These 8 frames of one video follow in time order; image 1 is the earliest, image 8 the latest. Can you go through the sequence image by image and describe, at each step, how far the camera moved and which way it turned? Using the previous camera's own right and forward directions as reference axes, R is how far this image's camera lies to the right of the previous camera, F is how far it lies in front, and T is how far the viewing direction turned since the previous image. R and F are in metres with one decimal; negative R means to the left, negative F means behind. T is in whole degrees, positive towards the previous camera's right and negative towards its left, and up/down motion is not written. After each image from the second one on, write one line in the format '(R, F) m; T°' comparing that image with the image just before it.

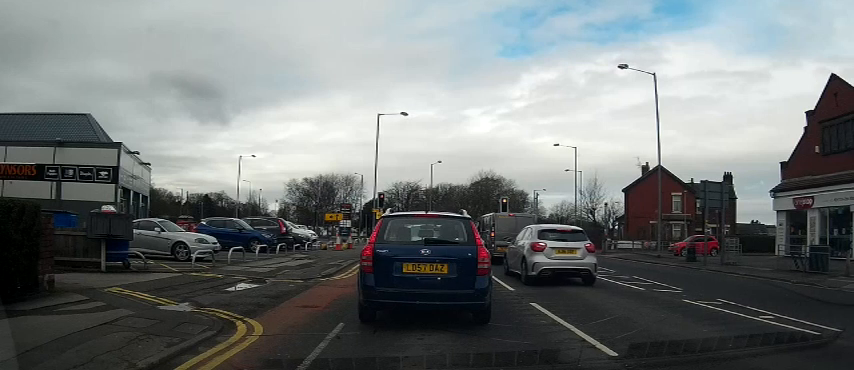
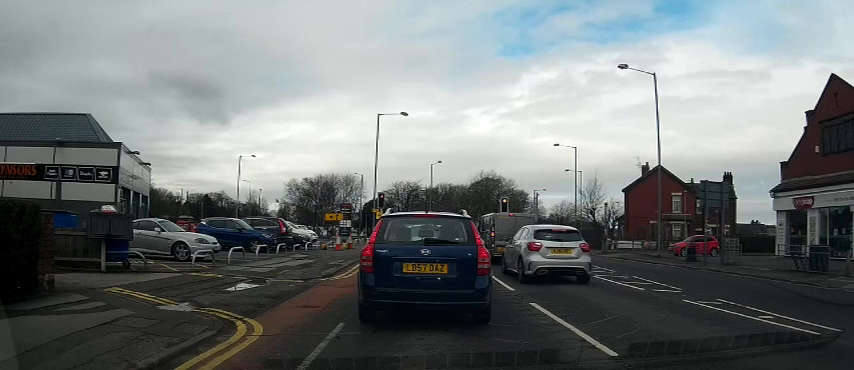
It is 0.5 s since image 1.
(0.0, 0.0) m; 0°
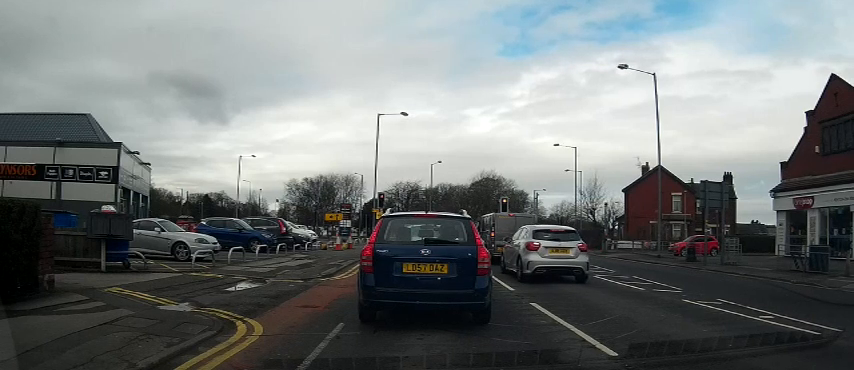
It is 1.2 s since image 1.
(0.0, 0.0) m; 0°
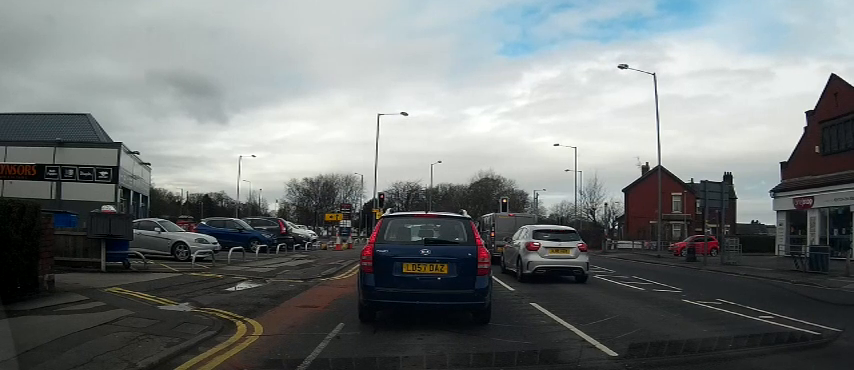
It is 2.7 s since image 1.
(0.0, 0.0) m; 0°
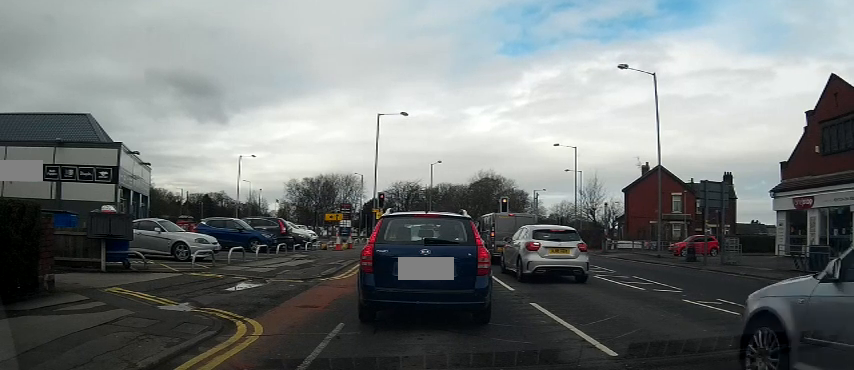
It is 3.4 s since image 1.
(0.0, 0.0) m; 0°
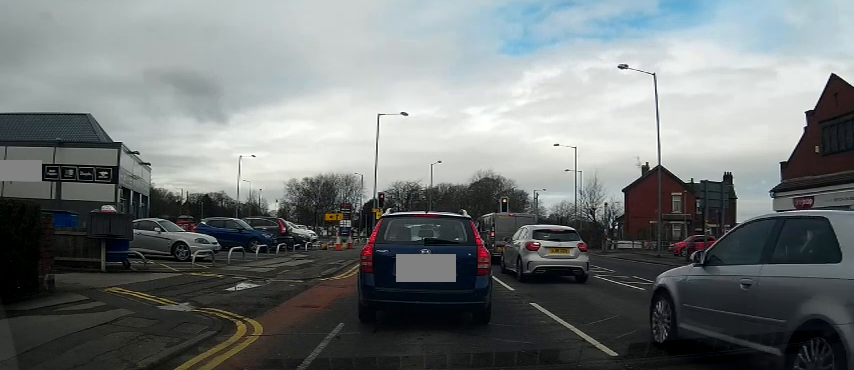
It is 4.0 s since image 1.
(0.0, 0.0) m; 0°
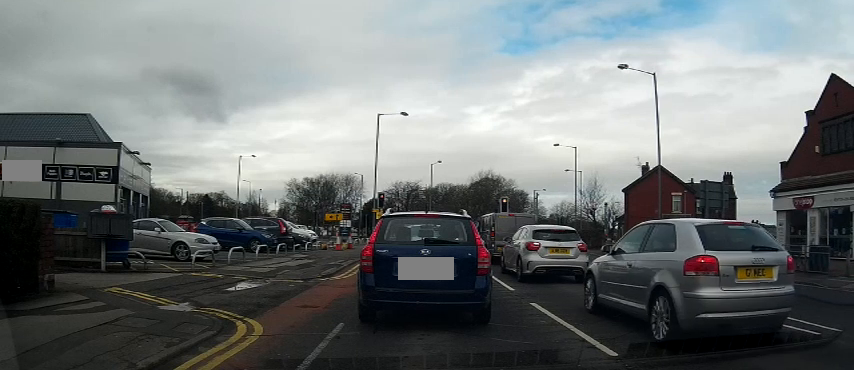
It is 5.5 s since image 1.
(0.0, 0.0) m; 0°
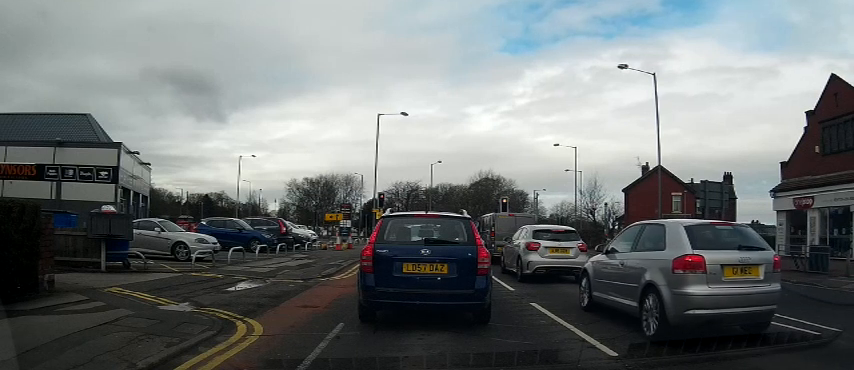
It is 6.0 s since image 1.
(0.0, 0.0) m; 0°
